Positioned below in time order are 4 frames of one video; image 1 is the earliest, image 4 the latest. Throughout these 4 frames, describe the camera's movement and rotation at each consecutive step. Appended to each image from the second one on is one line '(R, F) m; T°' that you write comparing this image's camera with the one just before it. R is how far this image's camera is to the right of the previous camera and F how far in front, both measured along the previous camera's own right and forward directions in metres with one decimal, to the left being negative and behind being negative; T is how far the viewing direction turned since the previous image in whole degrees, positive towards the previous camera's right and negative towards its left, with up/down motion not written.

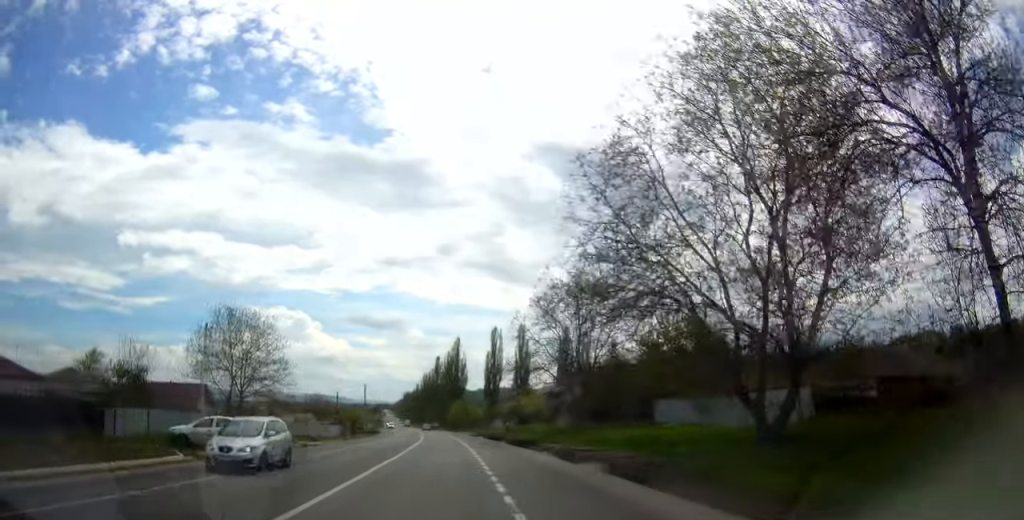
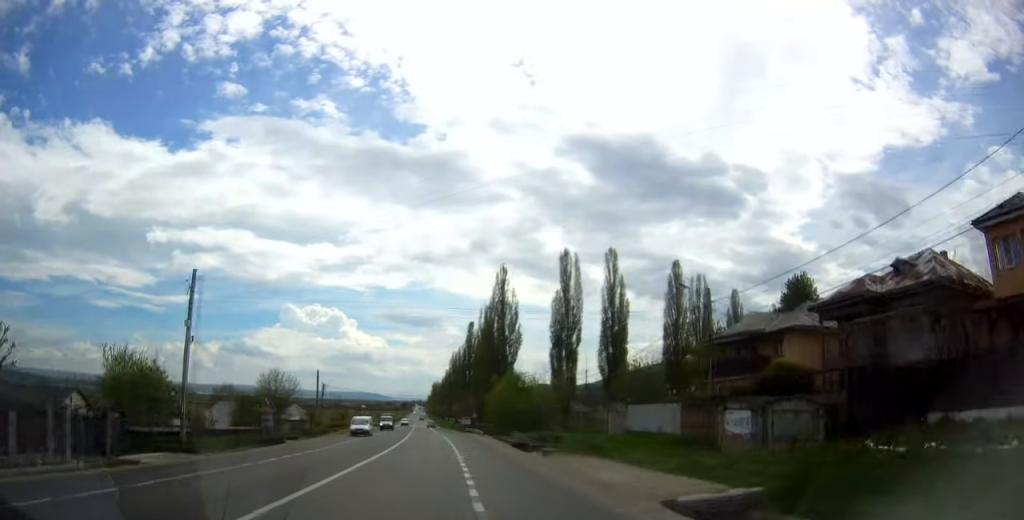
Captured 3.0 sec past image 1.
(-2.8, +72.3) m; -4°
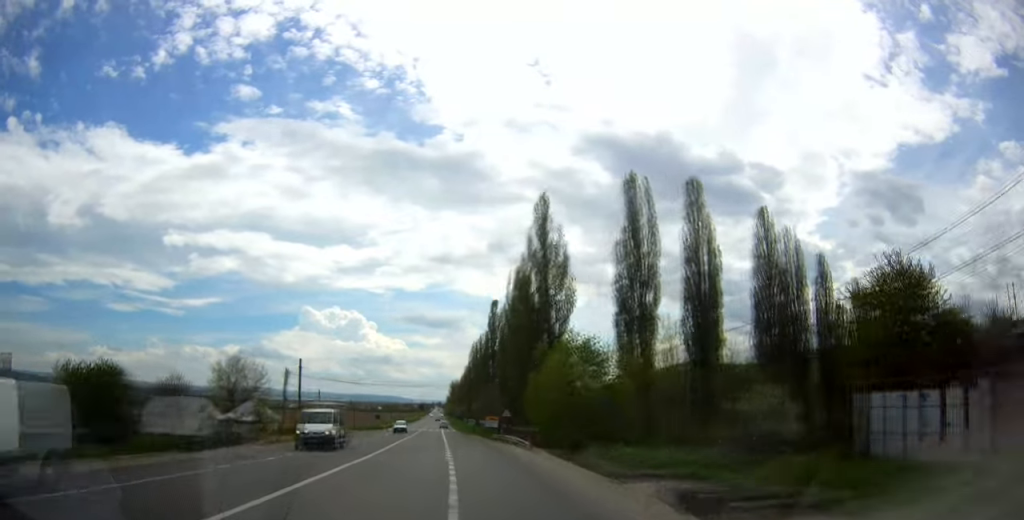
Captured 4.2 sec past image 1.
(-0.4, +30.8) m; -2°
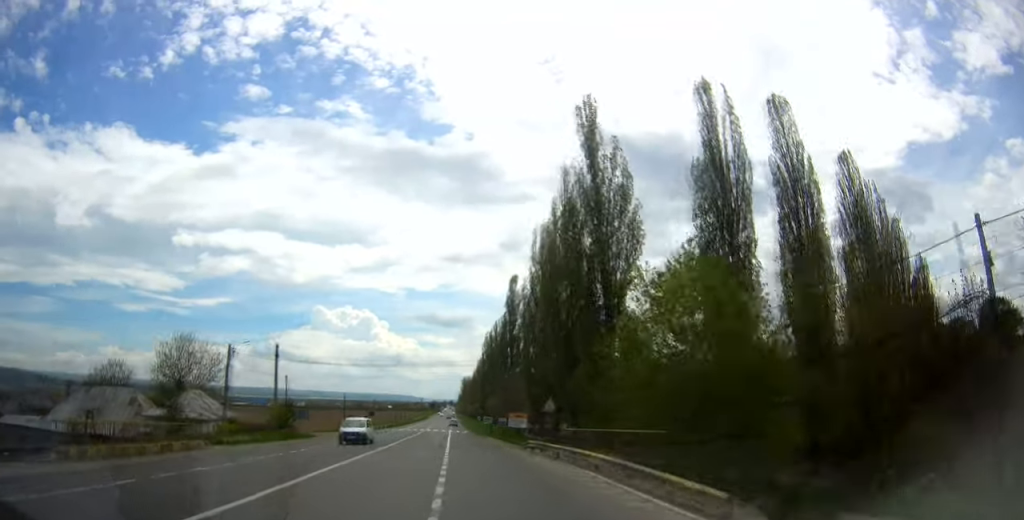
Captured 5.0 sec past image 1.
(-0.6, +21.0) m; -1°
